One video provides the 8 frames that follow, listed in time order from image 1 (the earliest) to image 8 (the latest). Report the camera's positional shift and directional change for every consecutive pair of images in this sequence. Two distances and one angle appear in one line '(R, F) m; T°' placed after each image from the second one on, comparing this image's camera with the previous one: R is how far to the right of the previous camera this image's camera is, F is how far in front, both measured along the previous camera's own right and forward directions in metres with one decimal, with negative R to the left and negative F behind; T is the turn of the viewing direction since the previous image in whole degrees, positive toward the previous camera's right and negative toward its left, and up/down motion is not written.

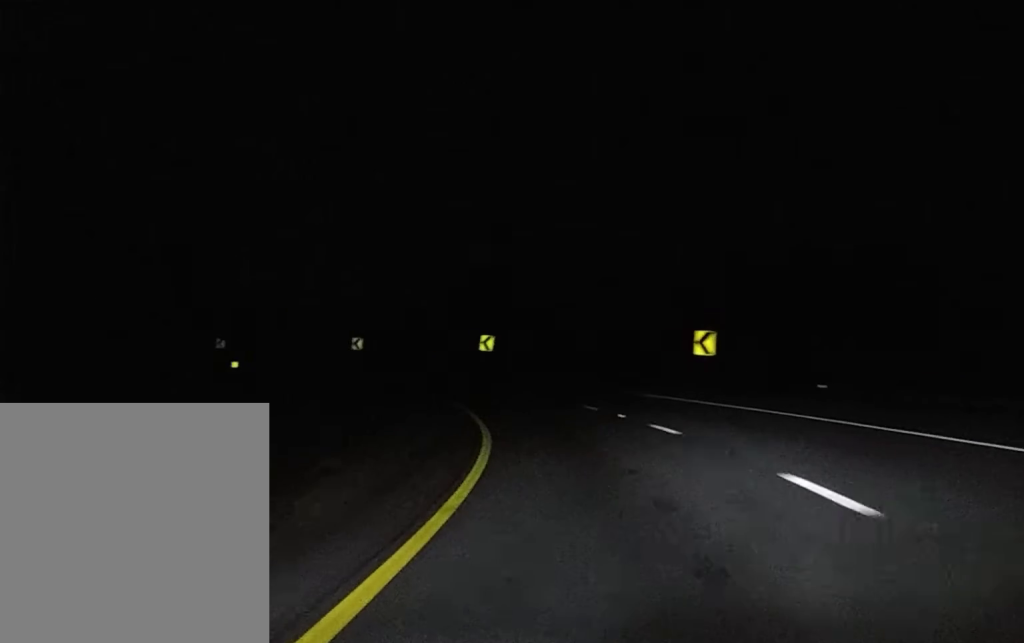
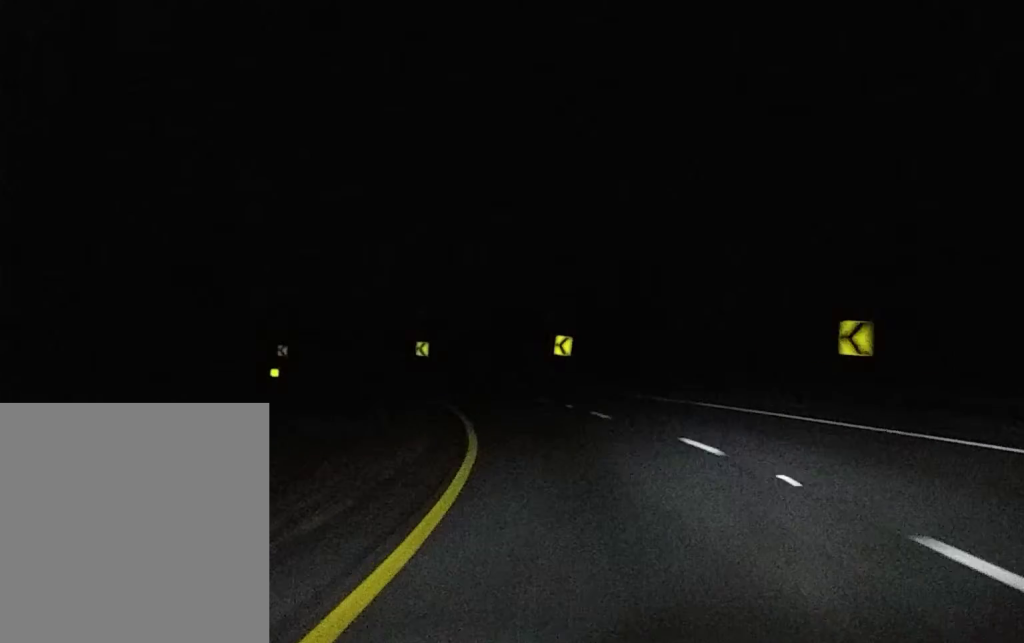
(-1.4, +17.0) m; -5°
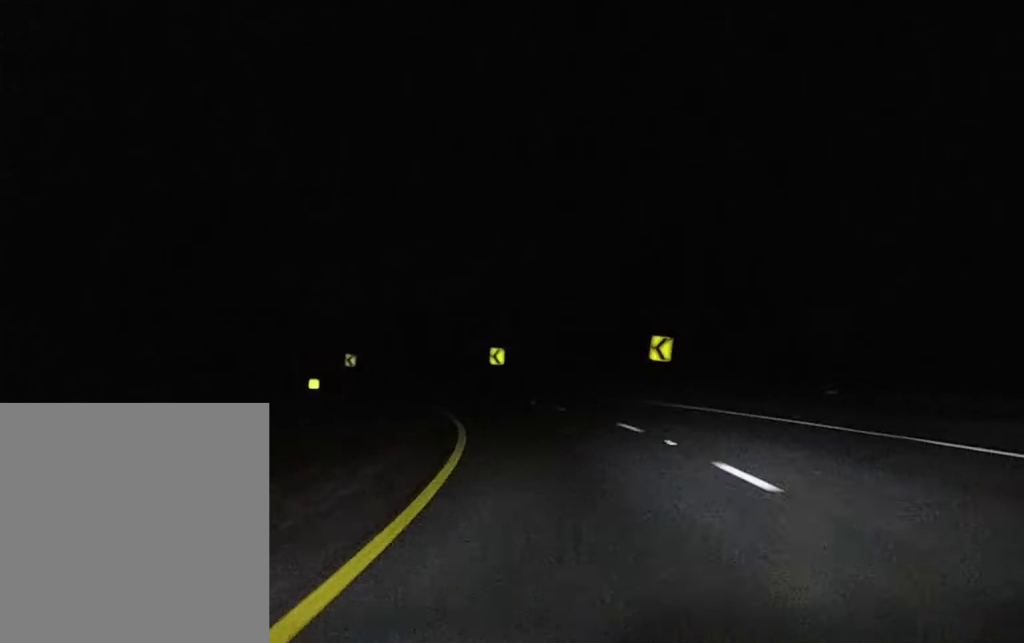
(-0.7, +15.5) m; -4°
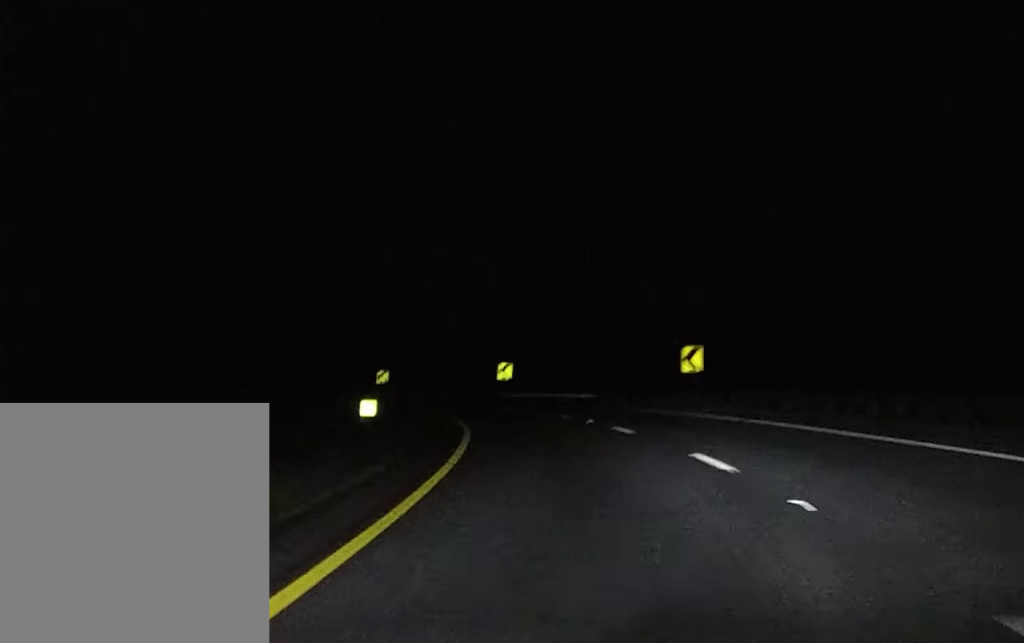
(-2.0, +28.5) m; -9°
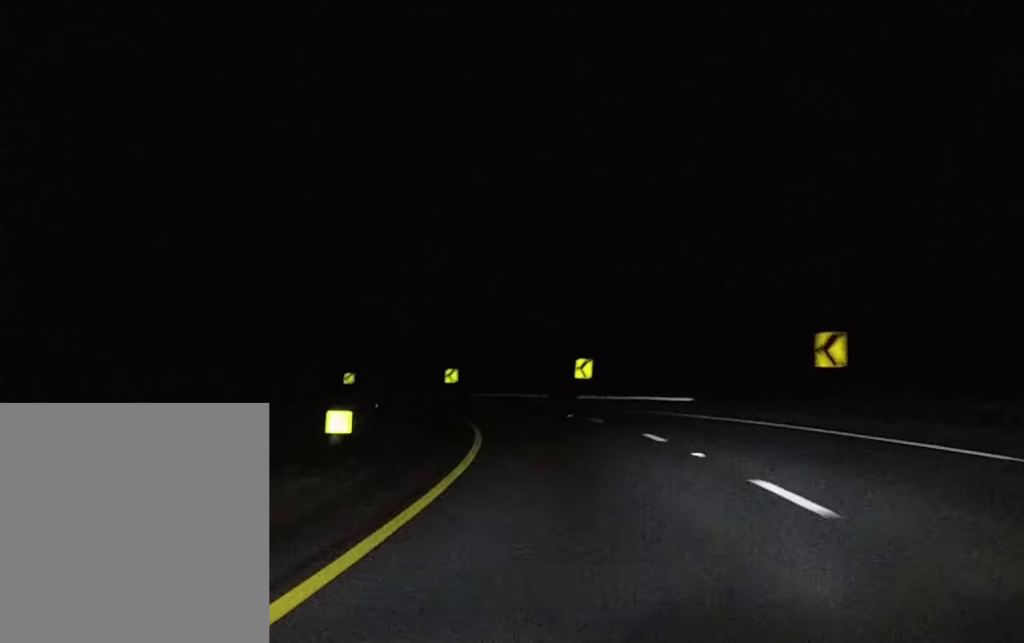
(-0.3, +14.5) m; -5°
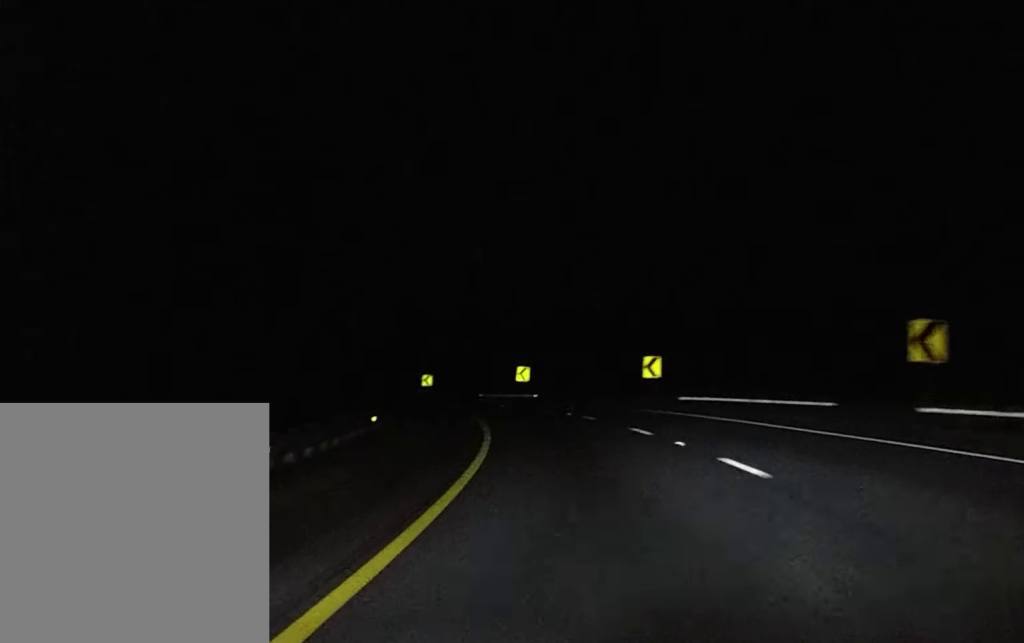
(-4.4, +45.3) m; -10°
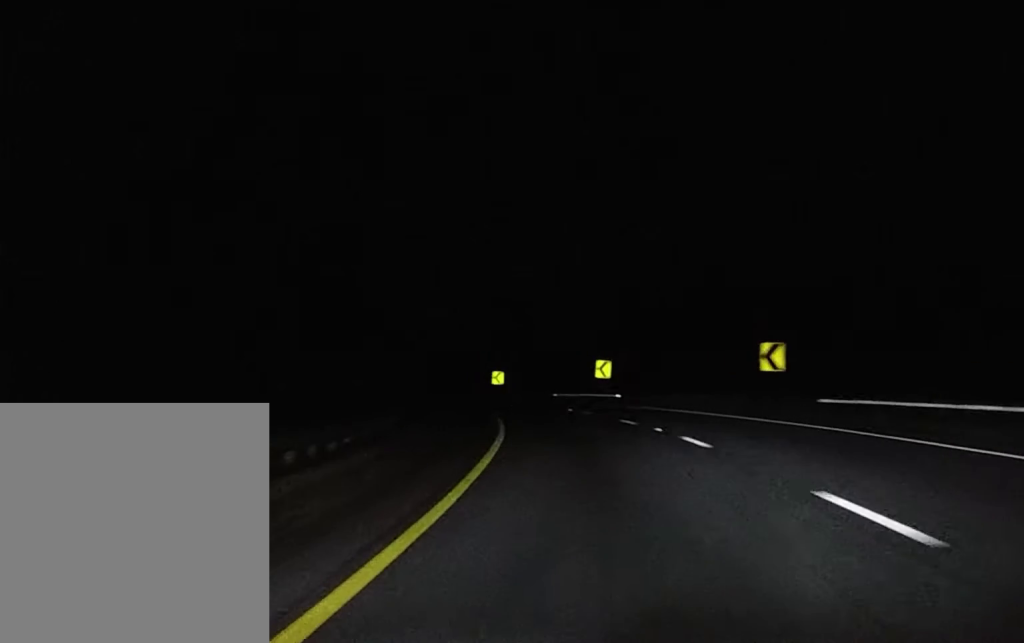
(-0.8, +21.8) m; -4°
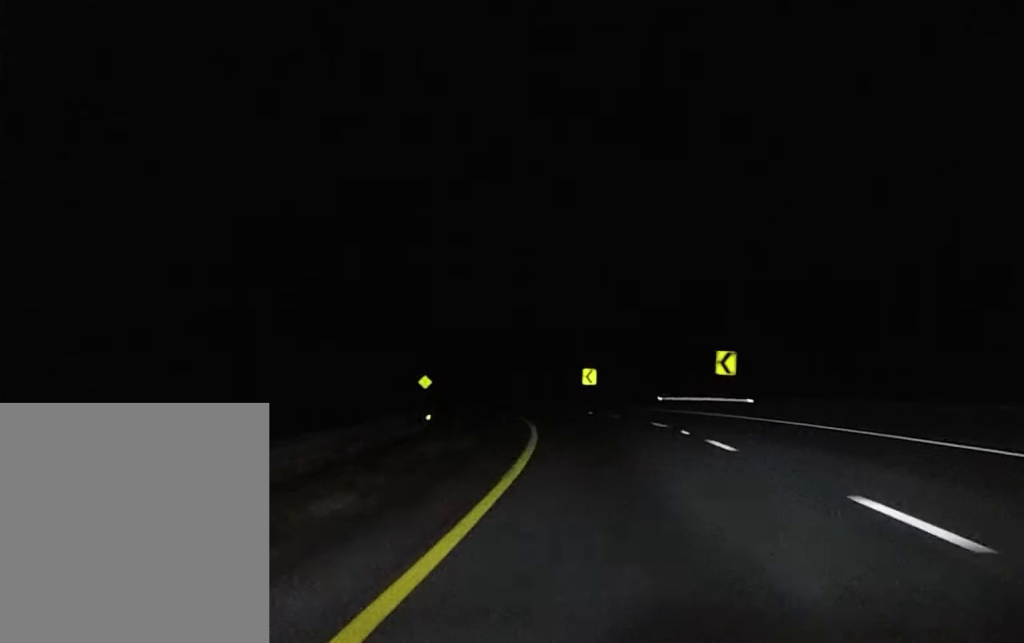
(-1.2, +25.2) m; -5°
